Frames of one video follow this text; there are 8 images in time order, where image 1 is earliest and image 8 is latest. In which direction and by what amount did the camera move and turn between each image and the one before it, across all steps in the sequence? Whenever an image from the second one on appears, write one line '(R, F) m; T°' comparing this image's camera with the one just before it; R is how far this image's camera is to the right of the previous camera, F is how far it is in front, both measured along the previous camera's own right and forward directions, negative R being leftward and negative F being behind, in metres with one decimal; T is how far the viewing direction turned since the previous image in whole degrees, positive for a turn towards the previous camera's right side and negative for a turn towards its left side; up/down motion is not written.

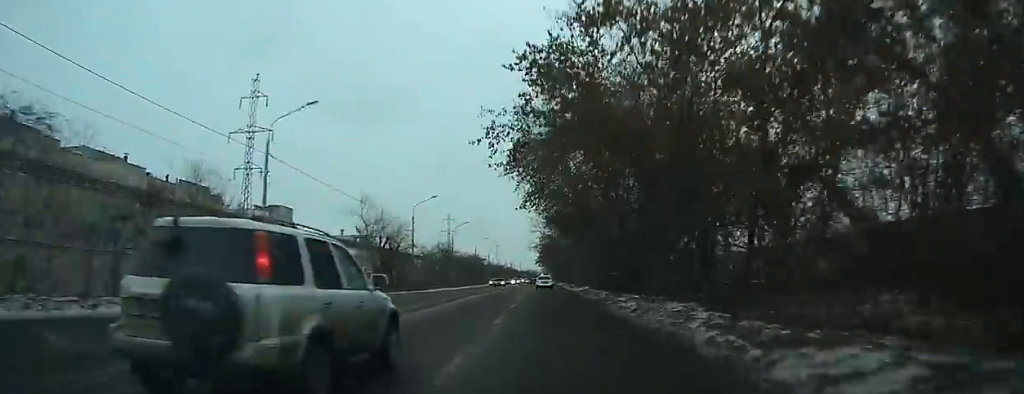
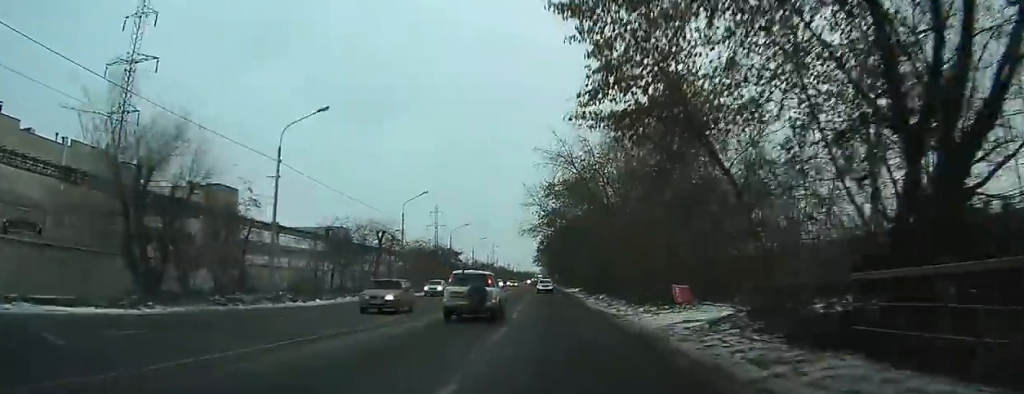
(+0.1, +34.0) m; +1°
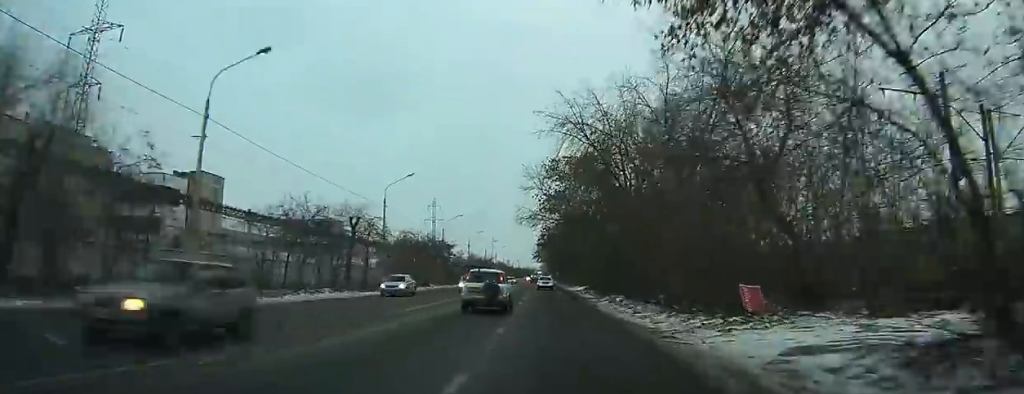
(0.0, +7.6) m; +1°
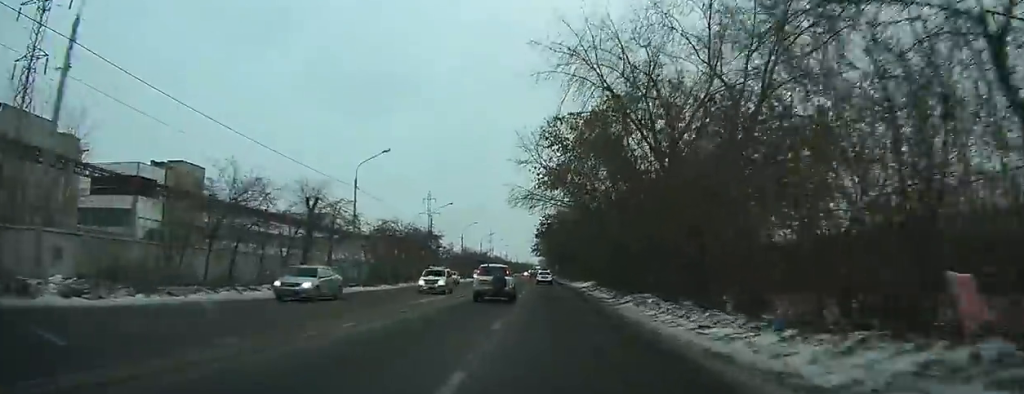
(0.0, +8.1) m; +1°
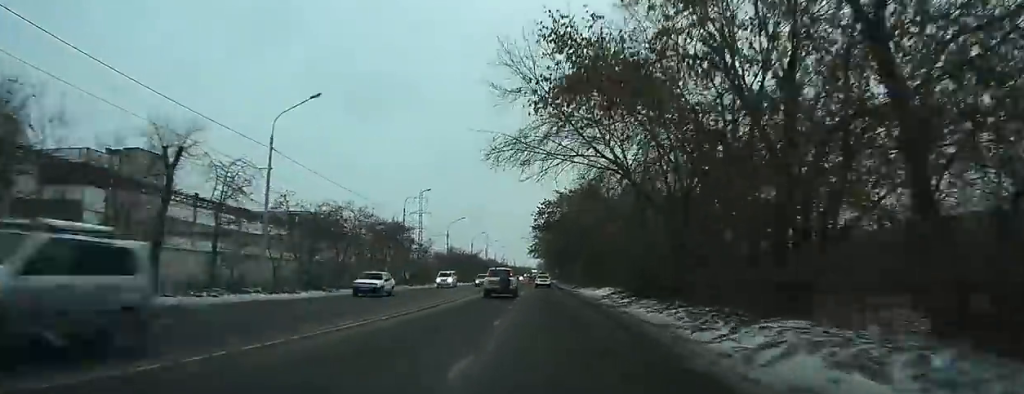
(+0.2, +14.4) m; +1°
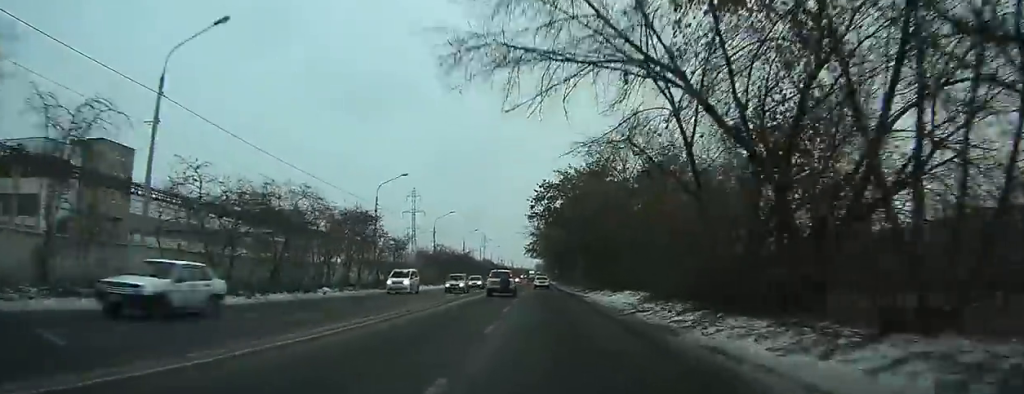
(0.0, +9.6) m; 0°
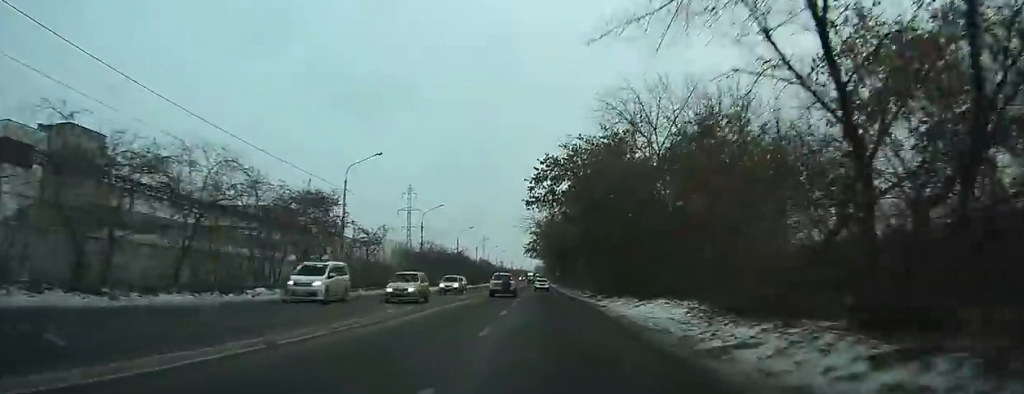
(0.0, +8.5) m; 0°
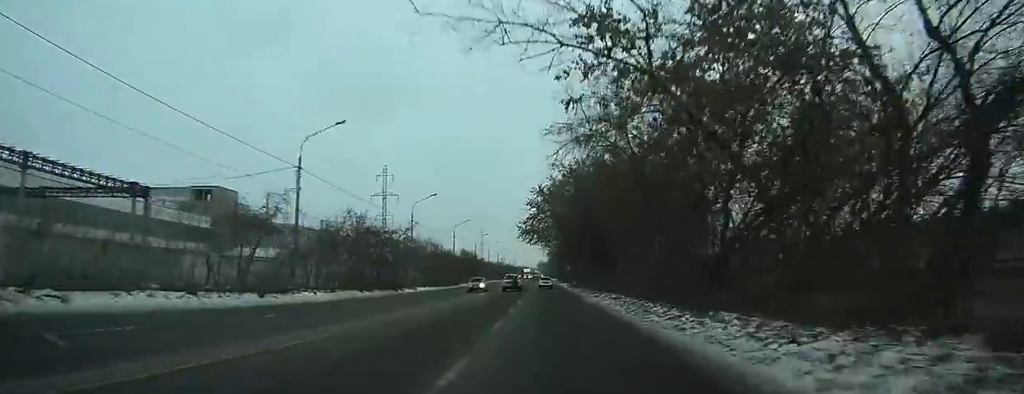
(-0.2, +36.8) m; 0°
